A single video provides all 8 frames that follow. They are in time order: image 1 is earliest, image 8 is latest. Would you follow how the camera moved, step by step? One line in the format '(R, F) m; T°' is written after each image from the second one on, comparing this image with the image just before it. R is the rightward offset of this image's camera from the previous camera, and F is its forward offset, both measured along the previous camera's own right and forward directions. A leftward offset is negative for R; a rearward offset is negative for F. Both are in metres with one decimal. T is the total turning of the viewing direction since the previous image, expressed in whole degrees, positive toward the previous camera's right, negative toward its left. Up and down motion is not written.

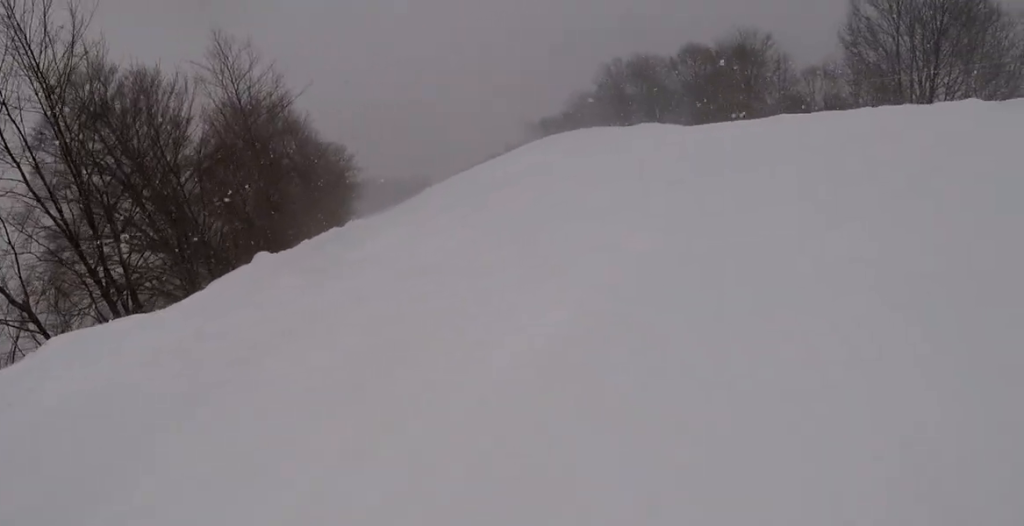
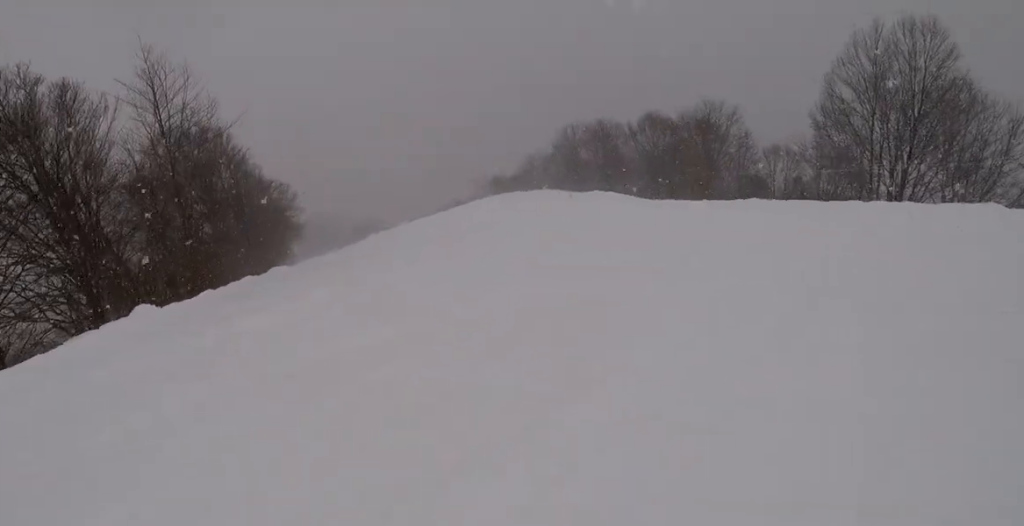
(+0.1, +2.6) m; -4°
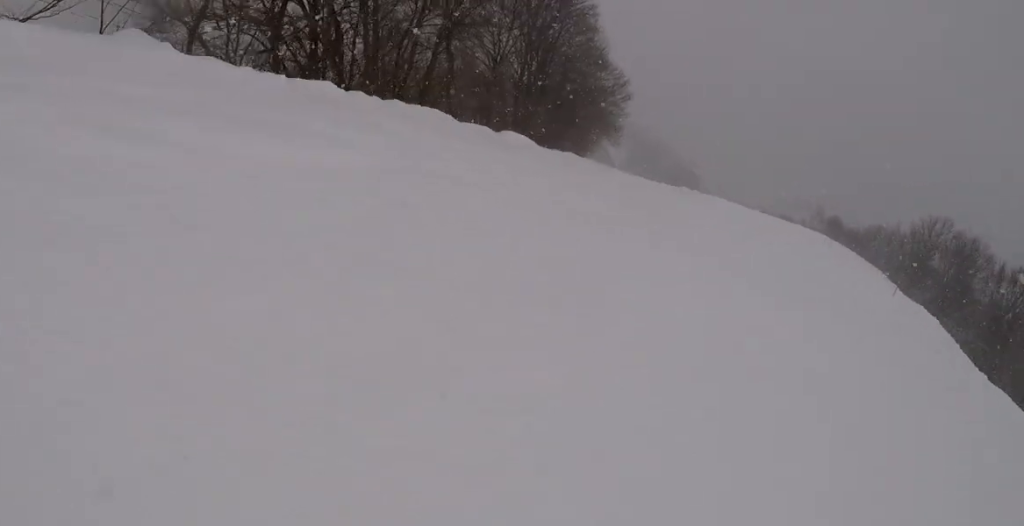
(-0.9, +6.7) m; -10°
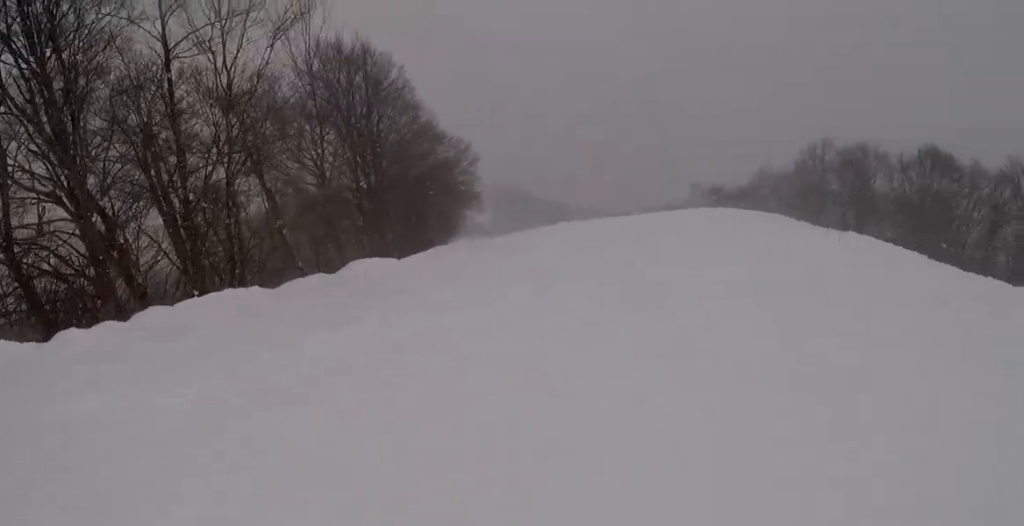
(0.0, +5.7) m; +20°
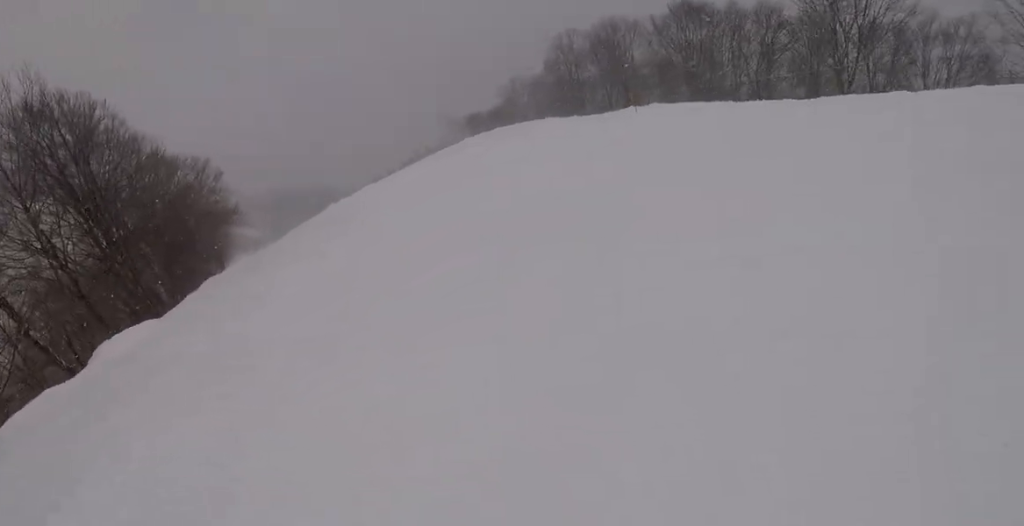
(+0.7, +3.3) m; +9°
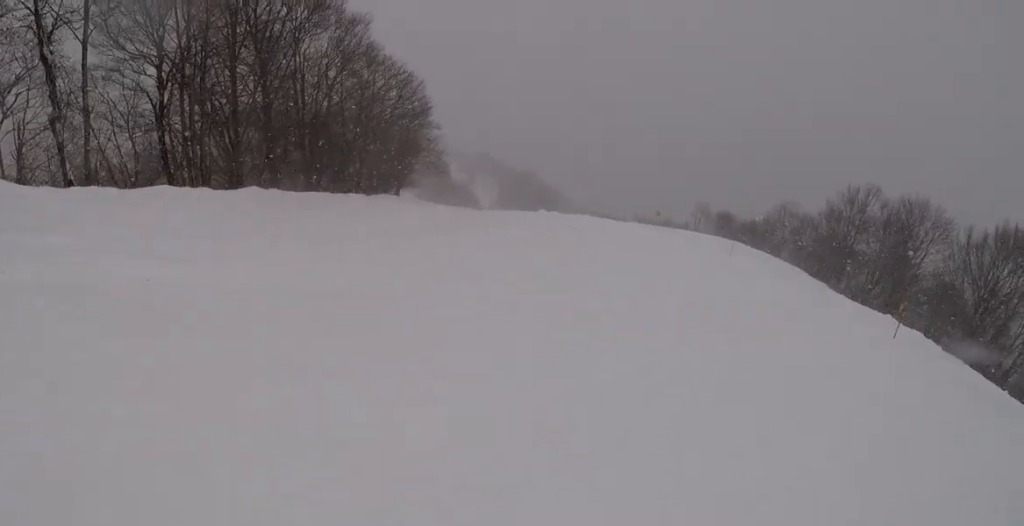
(+0.7, +8.2) m; -18°
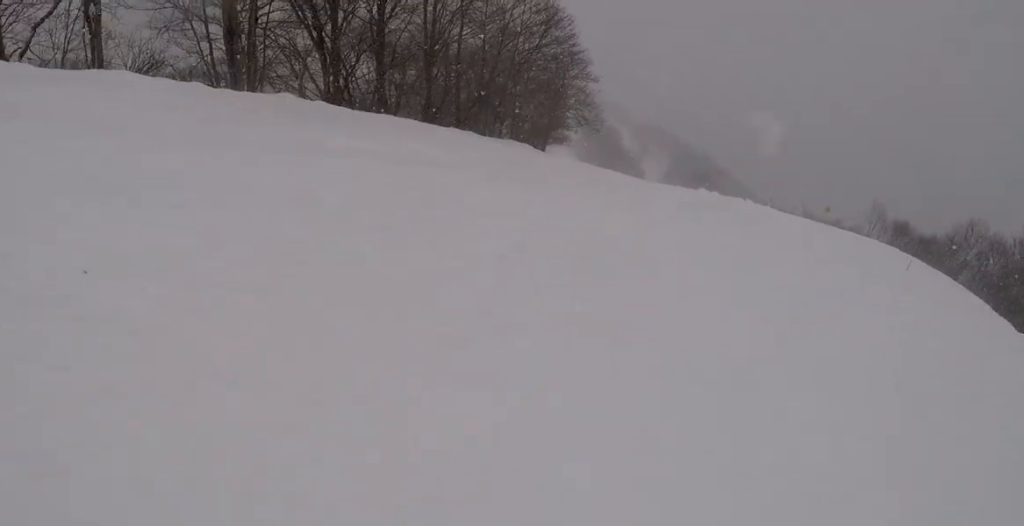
(-1.3, +4.5) m; -16°
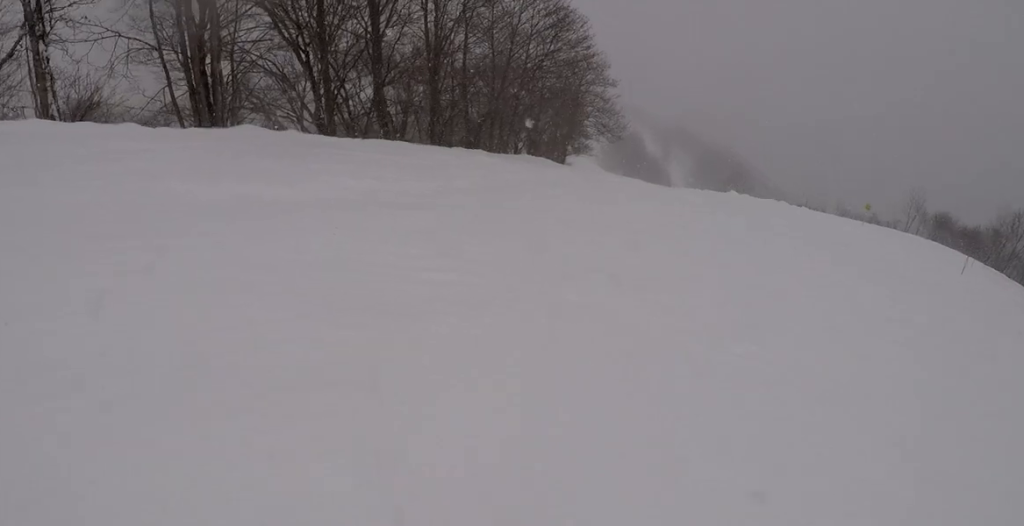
(-0.5, +2.4) m; -5°
